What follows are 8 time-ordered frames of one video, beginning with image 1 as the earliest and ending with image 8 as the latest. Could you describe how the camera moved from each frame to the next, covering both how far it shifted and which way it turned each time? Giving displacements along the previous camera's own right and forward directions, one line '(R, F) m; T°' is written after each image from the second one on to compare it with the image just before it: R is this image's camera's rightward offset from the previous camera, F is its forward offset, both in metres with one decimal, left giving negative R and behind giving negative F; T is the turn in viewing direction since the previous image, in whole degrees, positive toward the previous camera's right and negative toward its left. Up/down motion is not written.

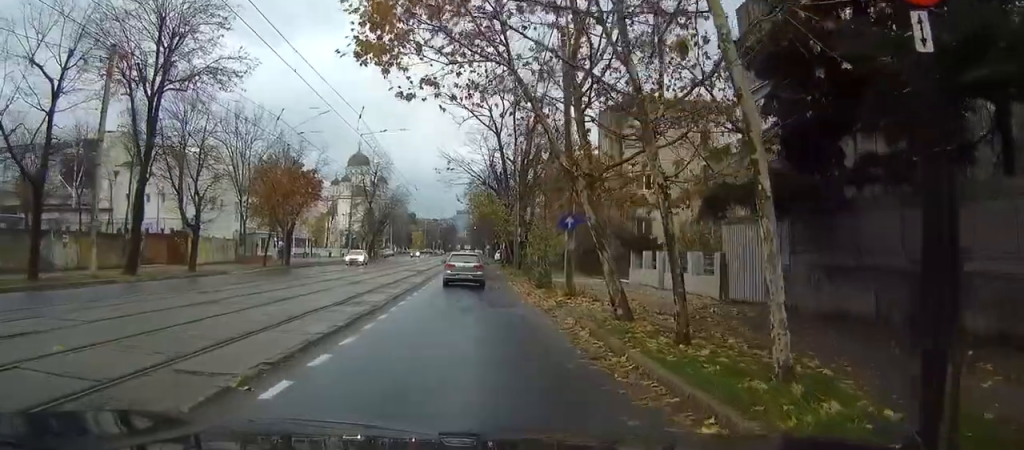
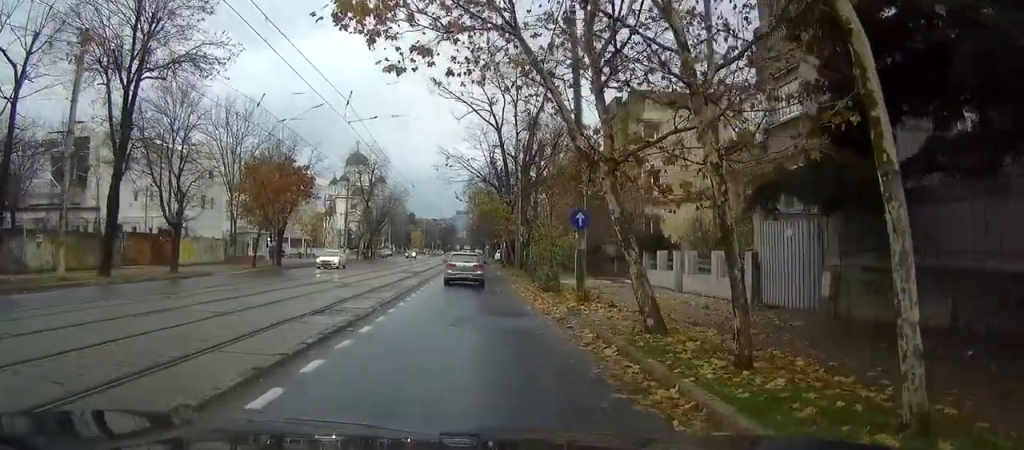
(-0.1, +2.2) m; -2°
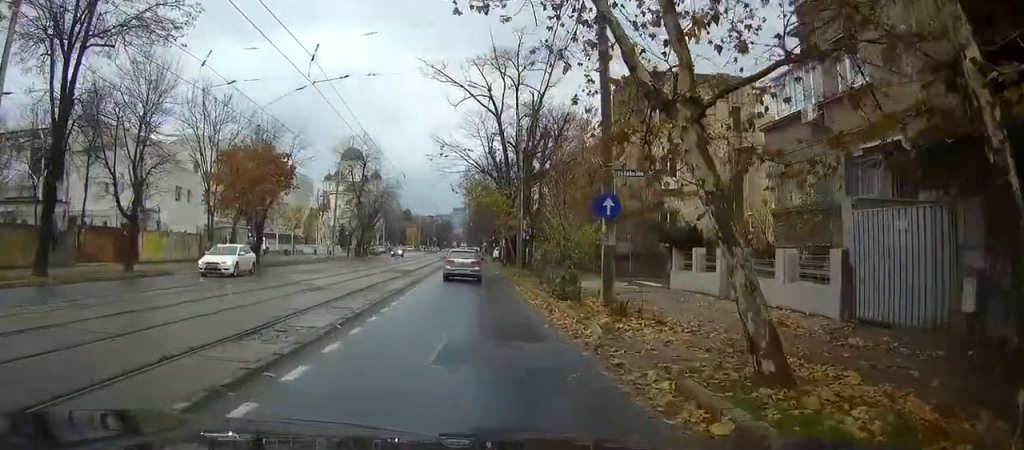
(-0.1, +4.6) m; -1°
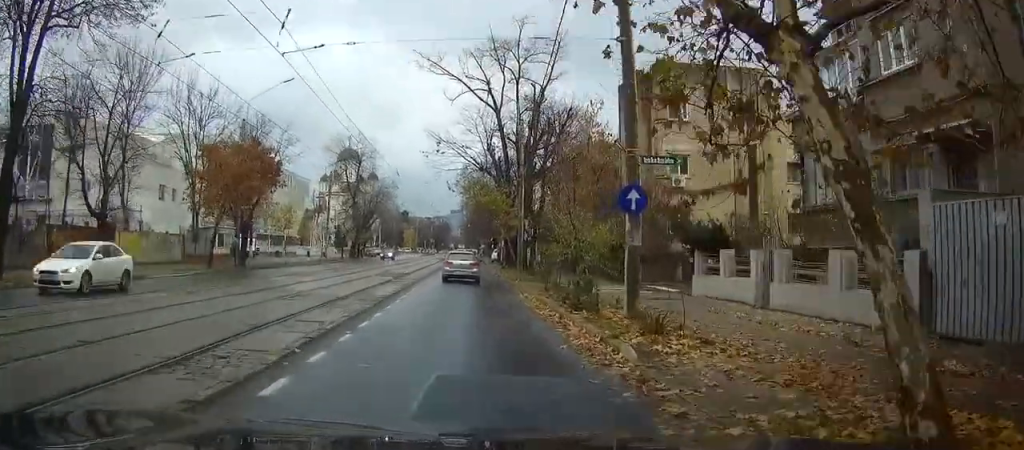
(0.0, +2.8) m; 0°
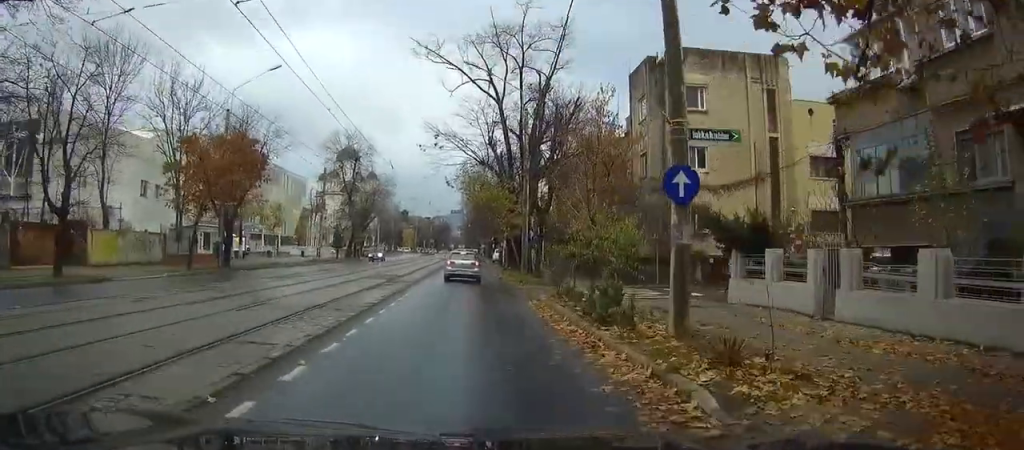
(0.0, +3.4) m; +1°
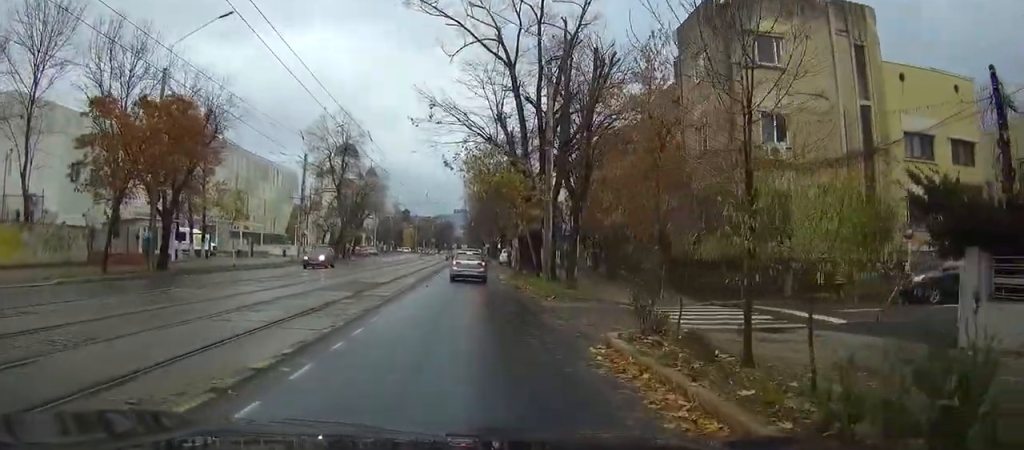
(+0.3, +10.7) m; +3°
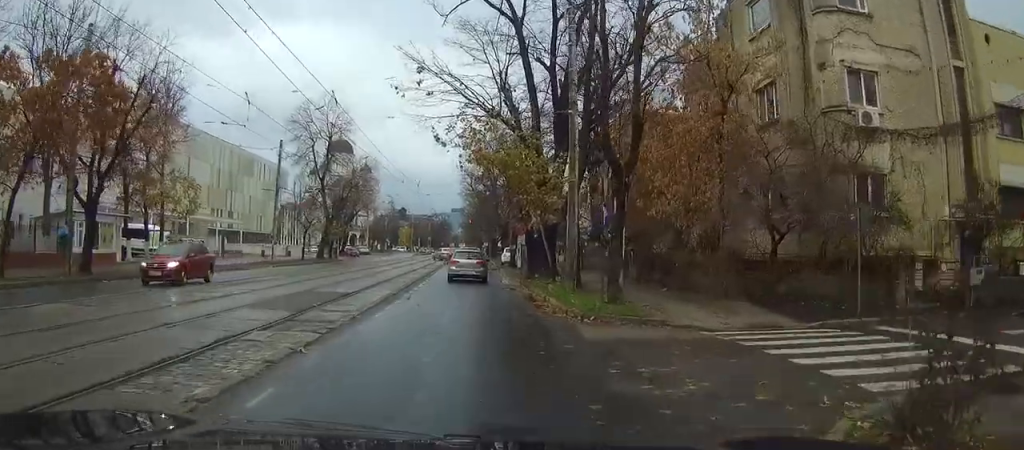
(+0.1, +8.5) m; 0°
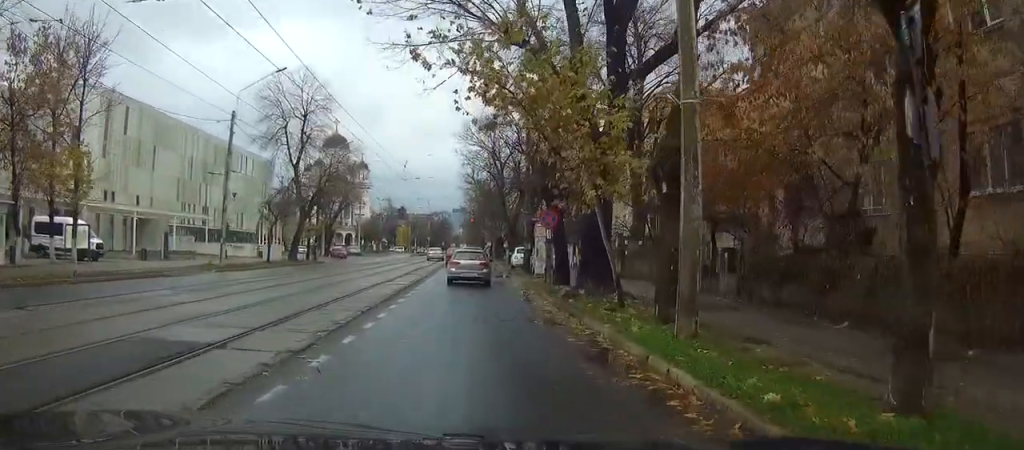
(0.0, +13.7) m; +2°
